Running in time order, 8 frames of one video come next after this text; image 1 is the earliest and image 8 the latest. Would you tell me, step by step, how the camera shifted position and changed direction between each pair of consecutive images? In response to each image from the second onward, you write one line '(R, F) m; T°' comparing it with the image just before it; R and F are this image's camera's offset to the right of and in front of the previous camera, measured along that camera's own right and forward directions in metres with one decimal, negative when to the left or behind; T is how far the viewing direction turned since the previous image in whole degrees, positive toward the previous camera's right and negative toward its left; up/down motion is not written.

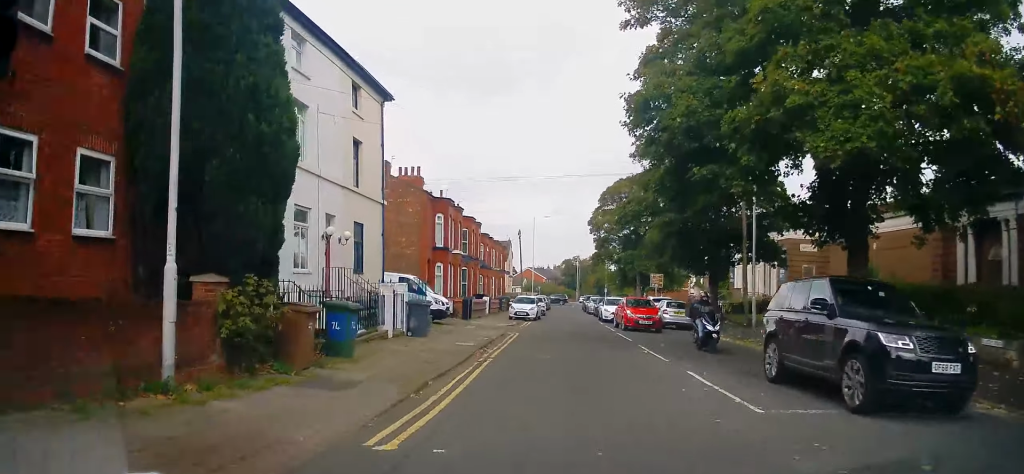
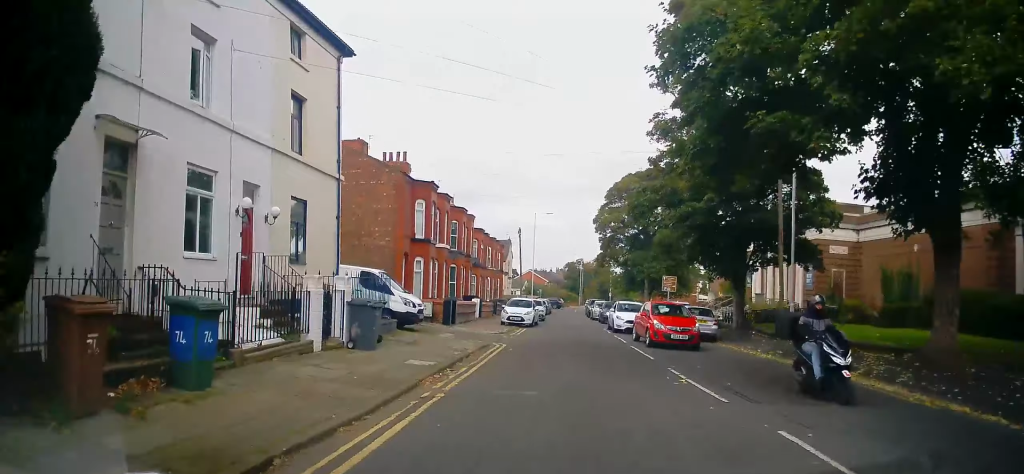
(-0.1, +5.0) m; 0°
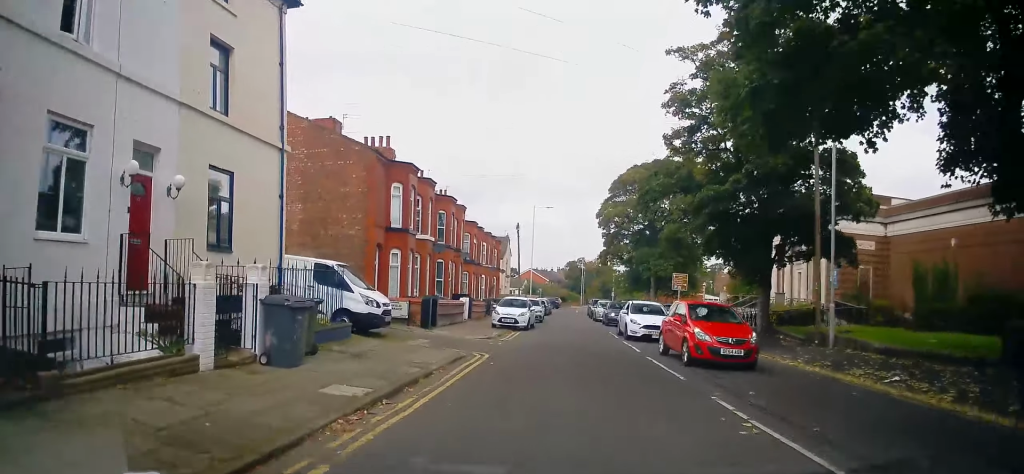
(0.0, +3.8) m; 0°
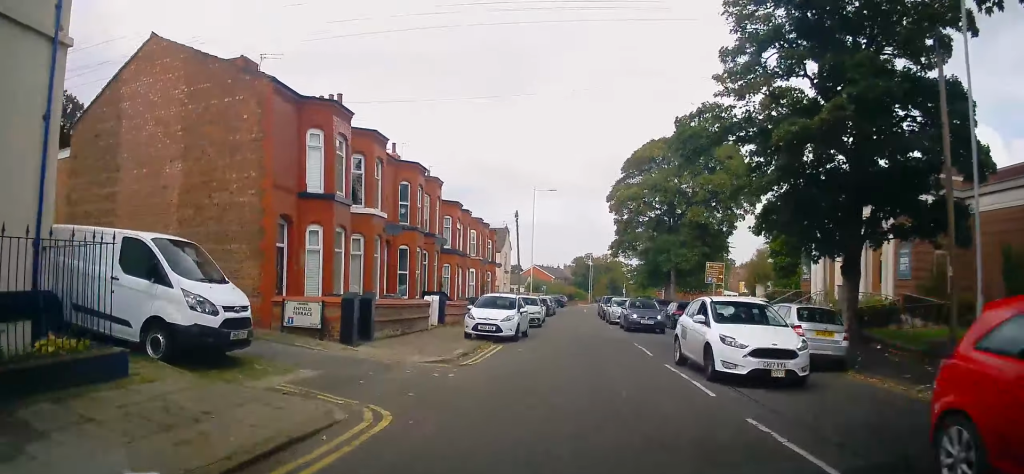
(+0.1, +8.1) m; 0°
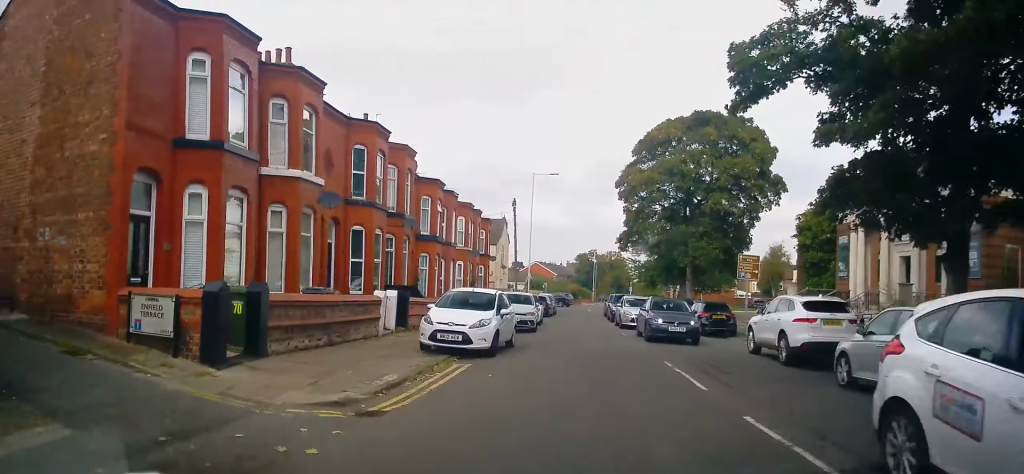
(-0.1, +5.7) m; -1°
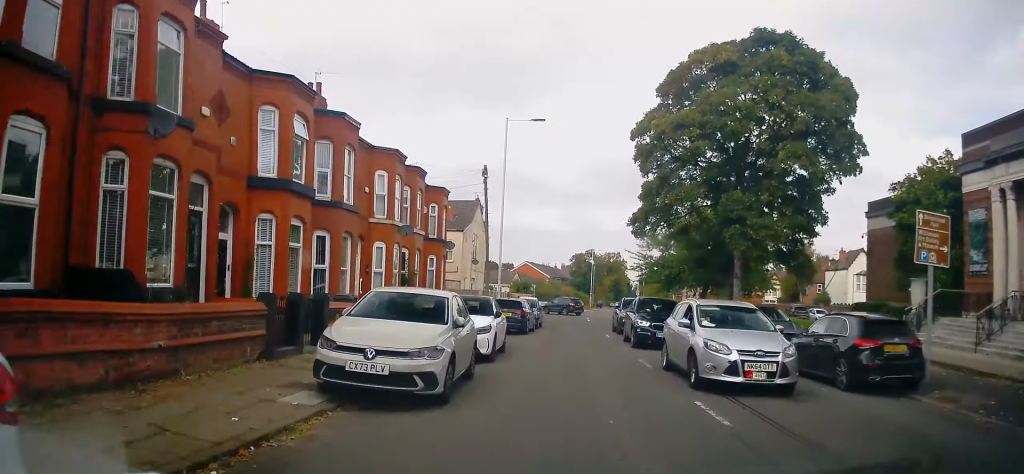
(-0.2, +14.6) m; 0°
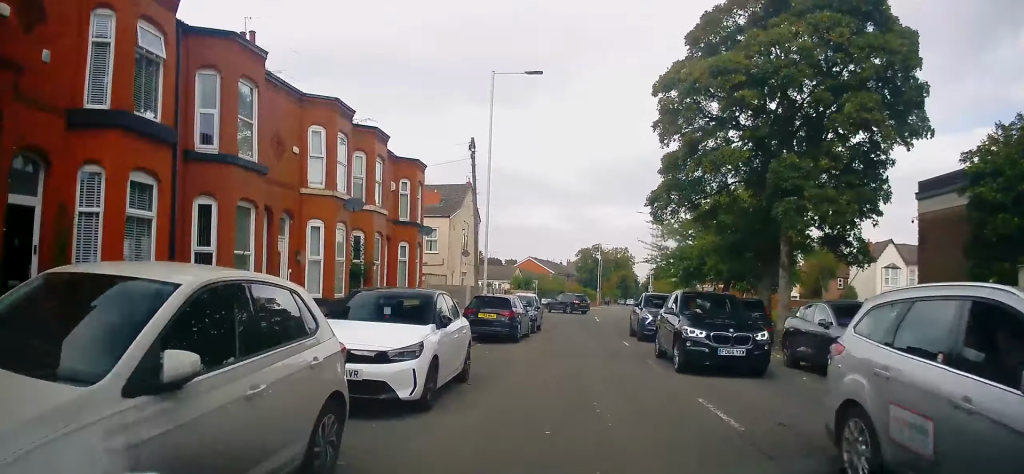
(+0.2, +6.1) m; 0°
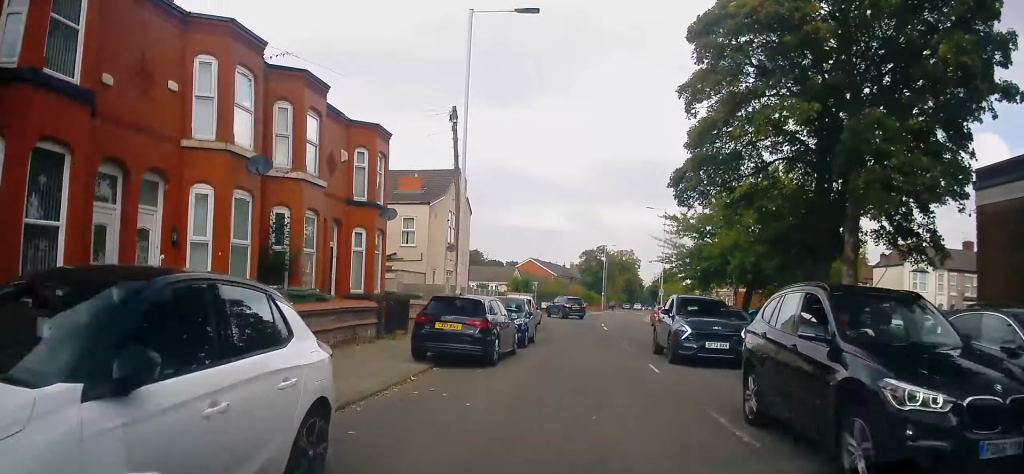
(-0.2, +5.7) m; -1°
